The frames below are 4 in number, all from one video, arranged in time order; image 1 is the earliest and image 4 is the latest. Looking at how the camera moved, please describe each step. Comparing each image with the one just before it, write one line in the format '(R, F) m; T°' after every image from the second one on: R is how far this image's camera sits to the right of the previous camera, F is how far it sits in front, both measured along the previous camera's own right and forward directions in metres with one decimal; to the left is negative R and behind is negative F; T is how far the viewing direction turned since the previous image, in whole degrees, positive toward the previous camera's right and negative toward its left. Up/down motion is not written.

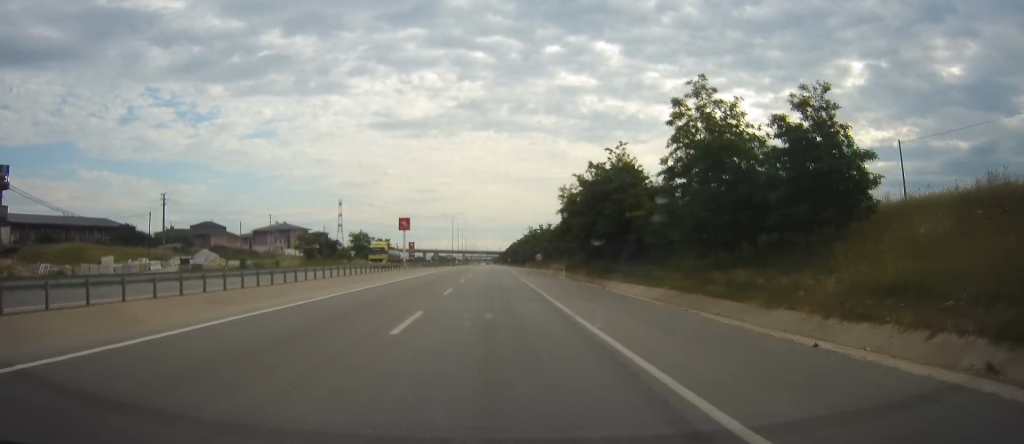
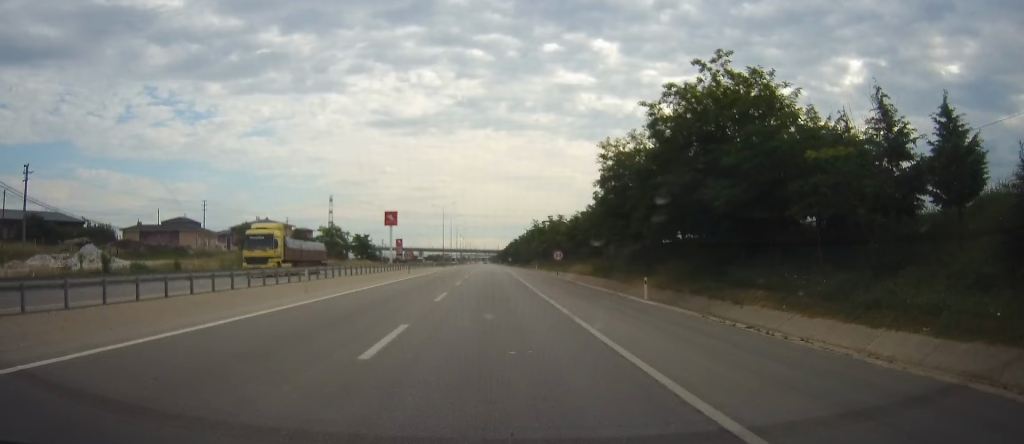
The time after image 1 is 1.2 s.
(-0.2, +27.4) m; 0°
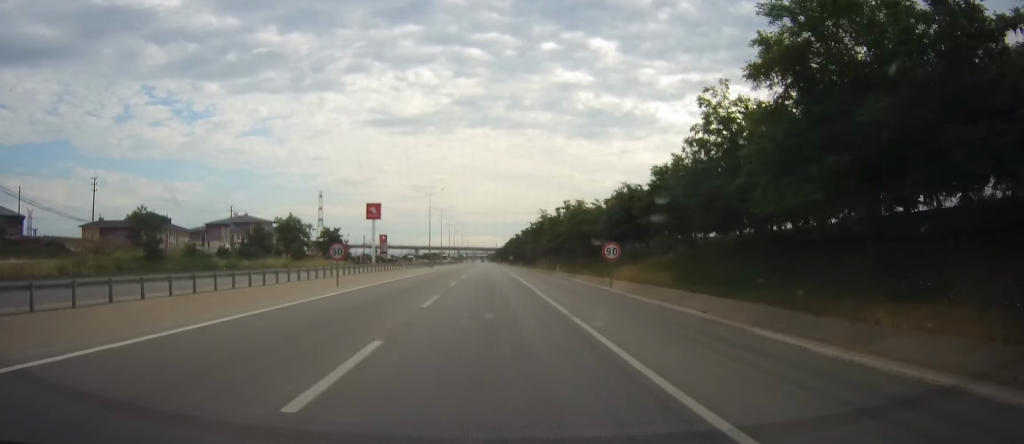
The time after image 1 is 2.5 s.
(0.0, +27.5) m; +1°
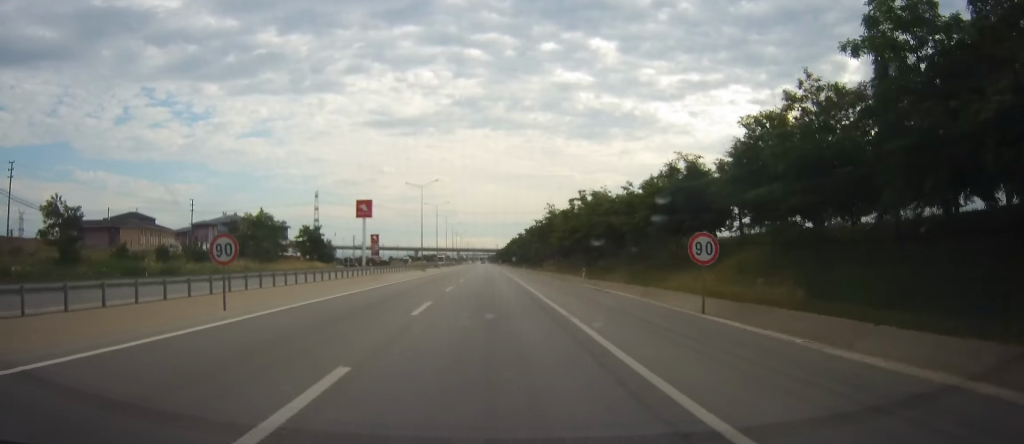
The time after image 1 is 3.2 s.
(+0.2, +15.0) m; 0°
